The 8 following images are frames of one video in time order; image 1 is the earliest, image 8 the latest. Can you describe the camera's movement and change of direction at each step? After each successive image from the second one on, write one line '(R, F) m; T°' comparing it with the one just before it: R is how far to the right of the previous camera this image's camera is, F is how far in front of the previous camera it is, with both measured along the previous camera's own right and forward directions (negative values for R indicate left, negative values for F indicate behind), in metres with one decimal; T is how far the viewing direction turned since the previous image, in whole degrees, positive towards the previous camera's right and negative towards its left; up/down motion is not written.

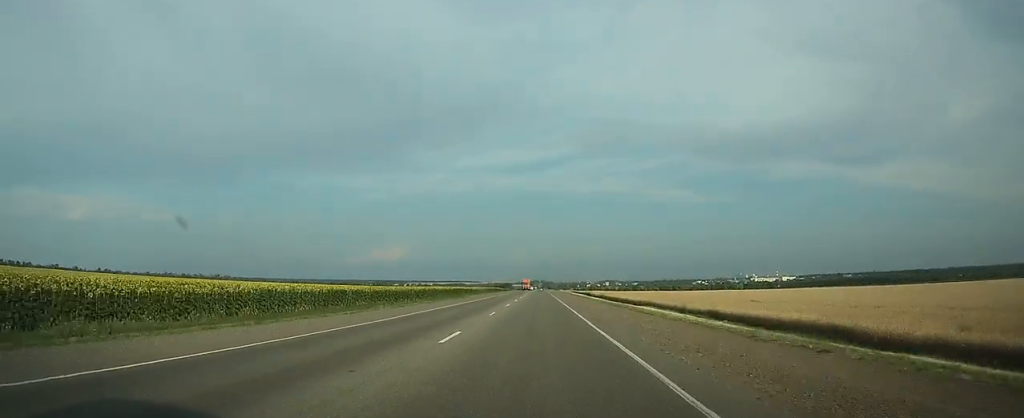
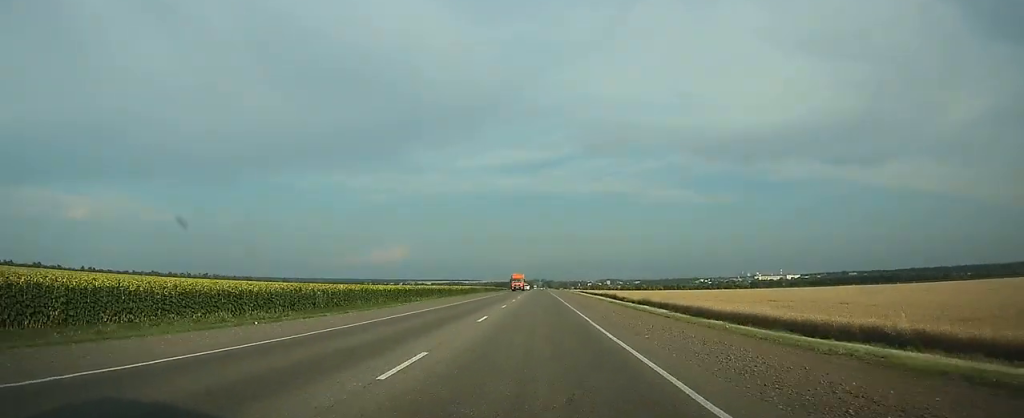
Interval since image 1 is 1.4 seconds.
(0.0, +40.9) m; 0°
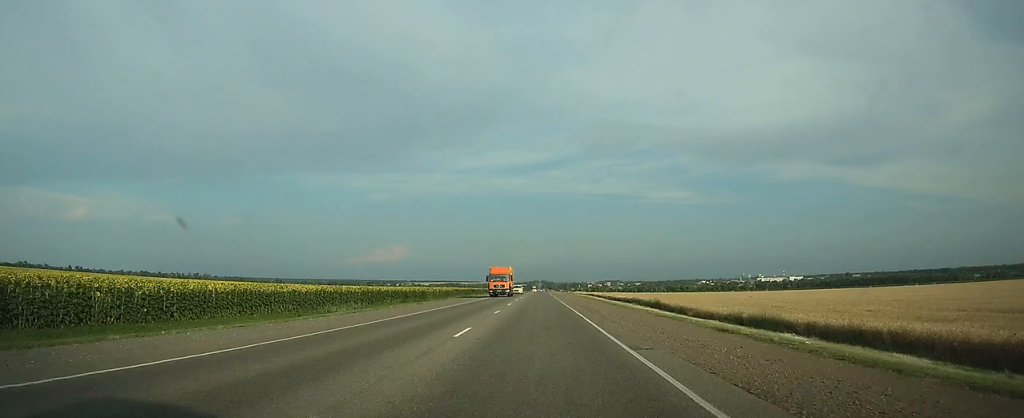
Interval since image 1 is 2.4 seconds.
(+0.1, +29.4) m; 0°
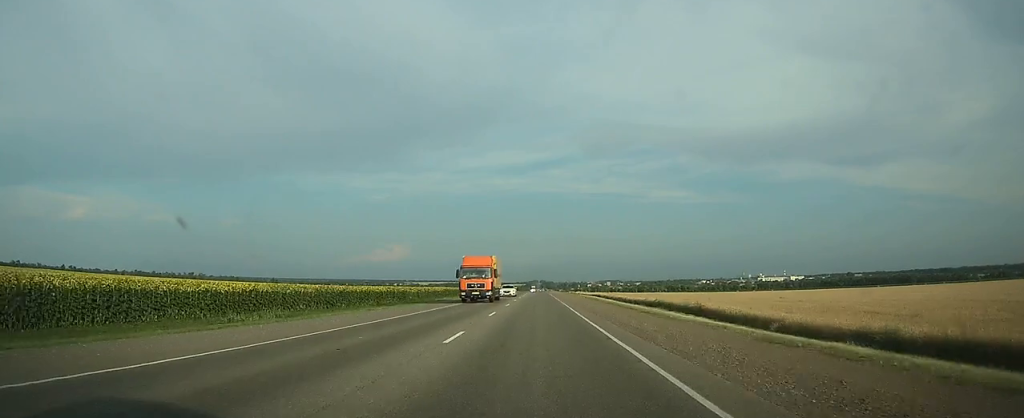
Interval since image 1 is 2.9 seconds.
(0.0, +13.7) m; 0°
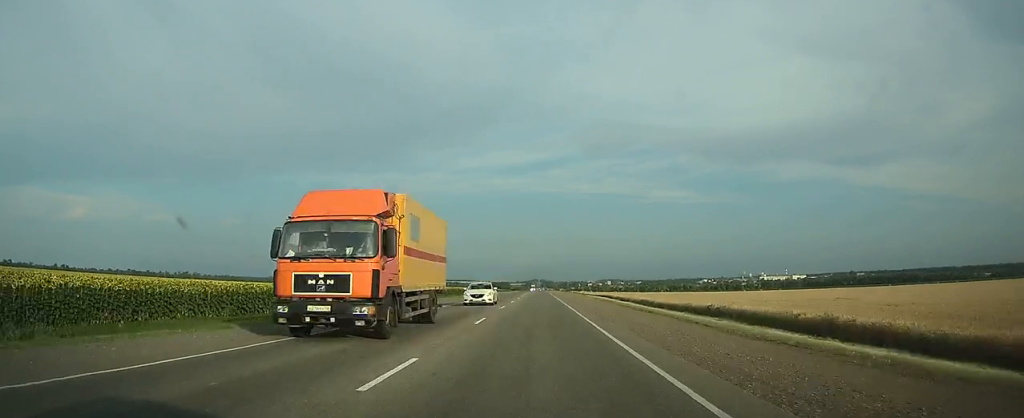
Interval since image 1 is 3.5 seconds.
(0.0, +17.7) m; 0°
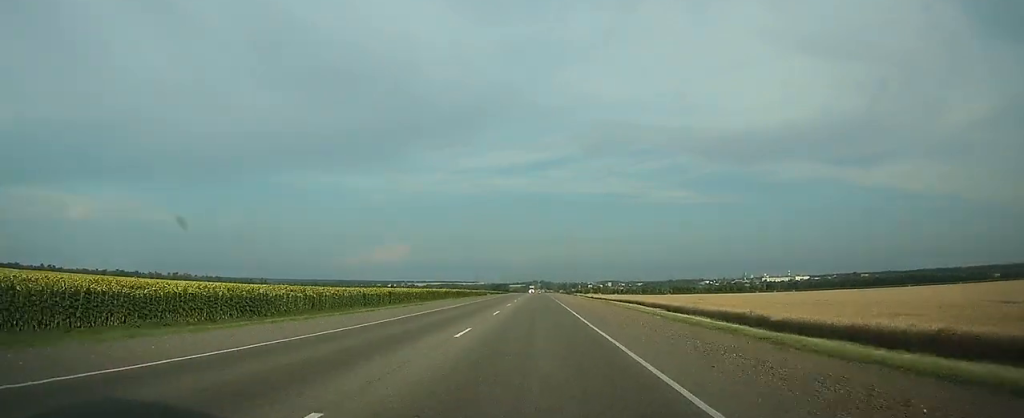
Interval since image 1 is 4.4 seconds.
(+0.1, +28.2) m; 0°
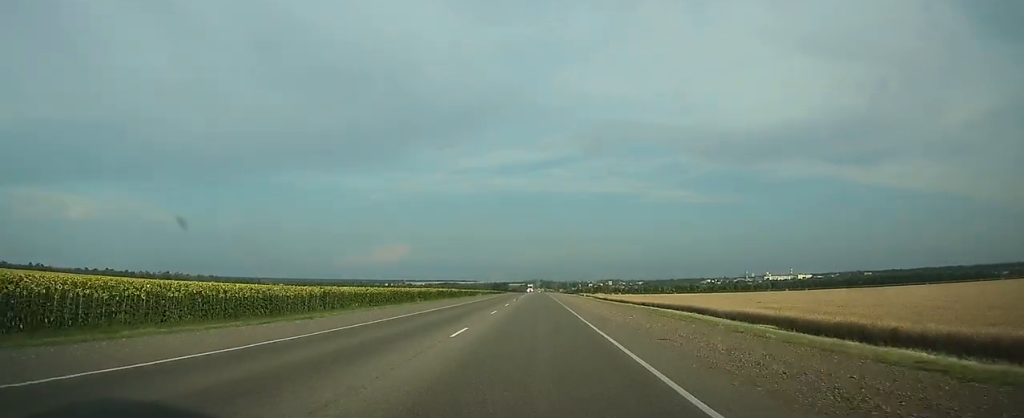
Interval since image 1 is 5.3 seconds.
(0.0, +23.5) m; 0°
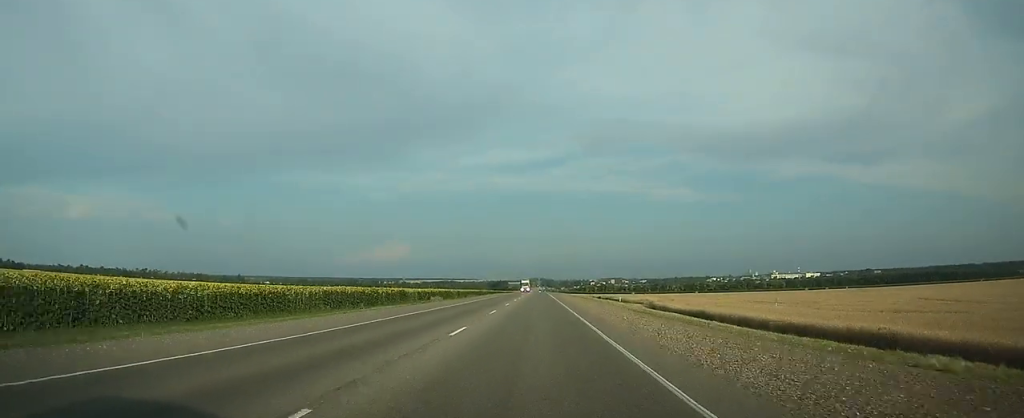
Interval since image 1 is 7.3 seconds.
(-0.3, +52.6) m; 0°
